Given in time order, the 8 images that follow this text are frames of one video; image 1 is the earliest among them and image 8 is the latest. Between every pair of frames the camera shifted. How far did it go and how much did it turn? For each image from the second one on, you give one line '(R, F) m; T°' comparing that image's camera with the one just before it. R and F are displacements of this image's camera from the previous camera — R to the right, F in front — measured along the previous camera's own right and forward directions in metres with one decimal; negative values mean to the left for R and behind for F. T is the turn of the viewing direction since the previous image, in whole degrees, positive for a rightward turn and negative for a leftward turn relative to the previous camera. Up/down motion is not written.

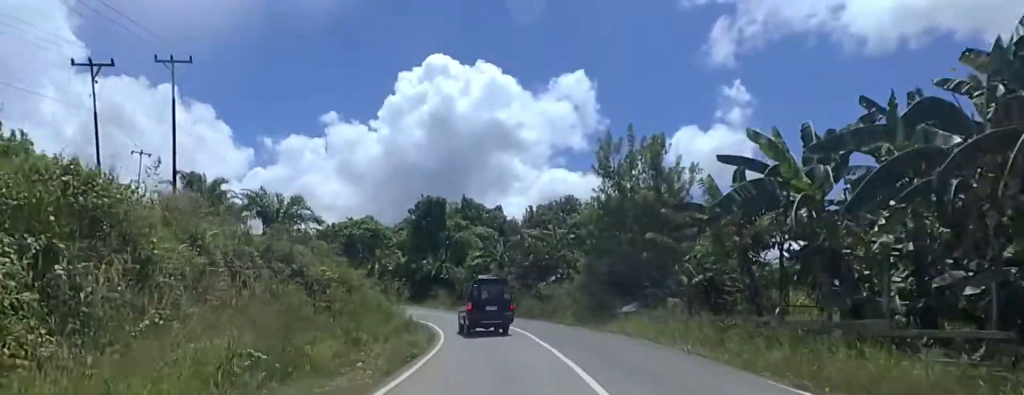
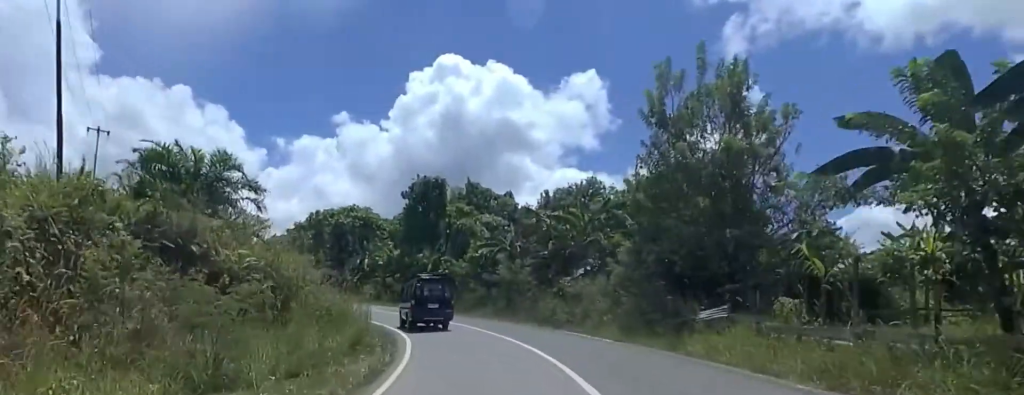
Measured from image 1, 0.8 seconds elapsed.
(-0.3, +10.0) m; -3°
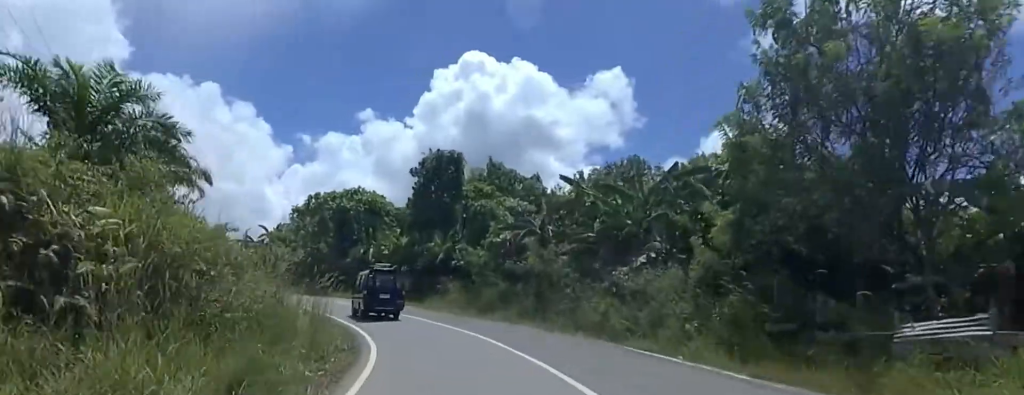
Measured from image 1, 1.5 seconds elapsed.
(-0.2, +8.3) m; -4°
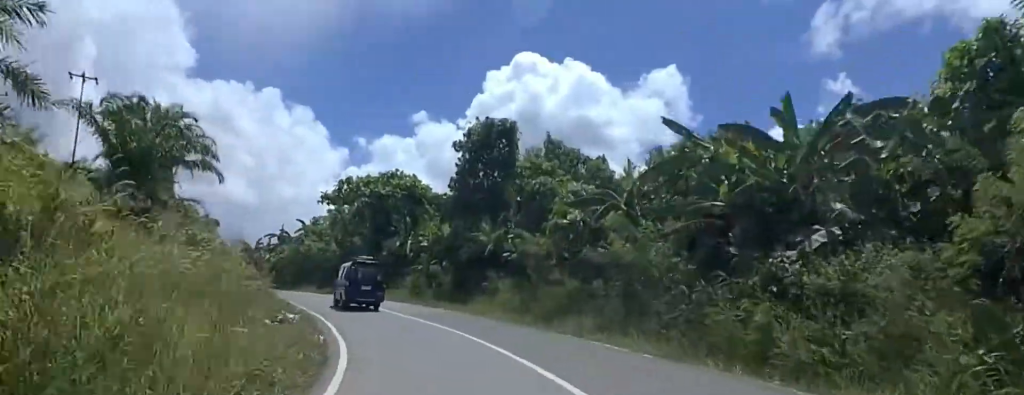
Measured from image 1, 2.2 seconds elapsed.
(+0.2, +8.2) m; -5°
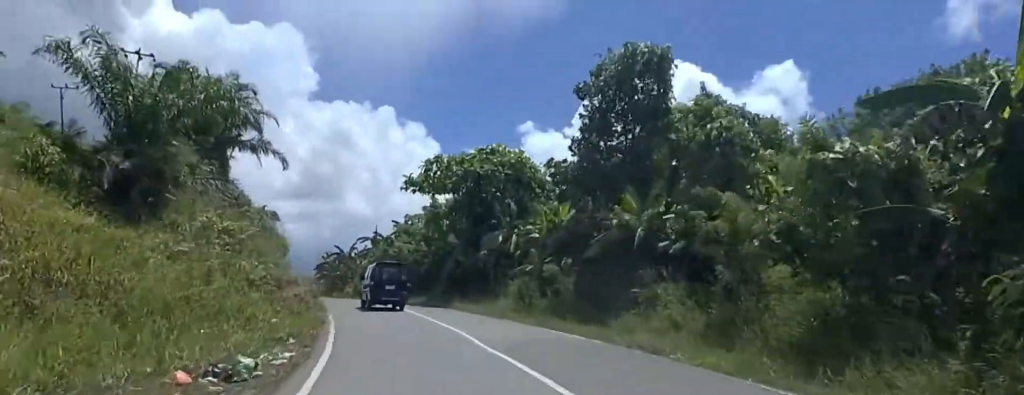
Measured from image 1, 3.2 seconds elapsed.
(-1.4, +11.2) m; -8°
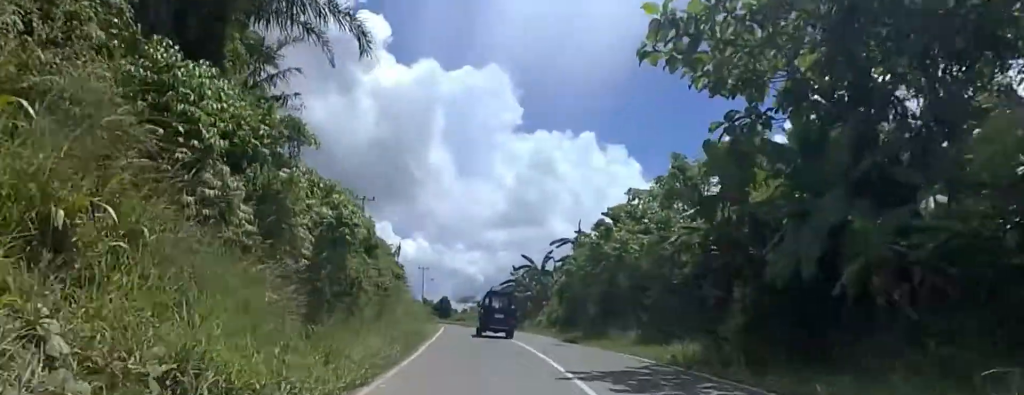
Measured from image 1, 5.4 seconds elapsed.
(-0.6, +23.4) m; -14°
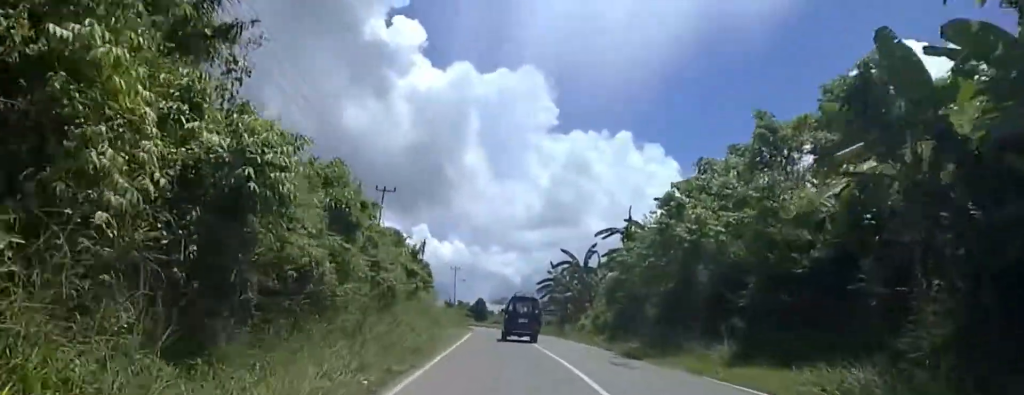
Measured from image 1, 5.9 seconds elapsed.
(-1.1, +6.4) m; -7°
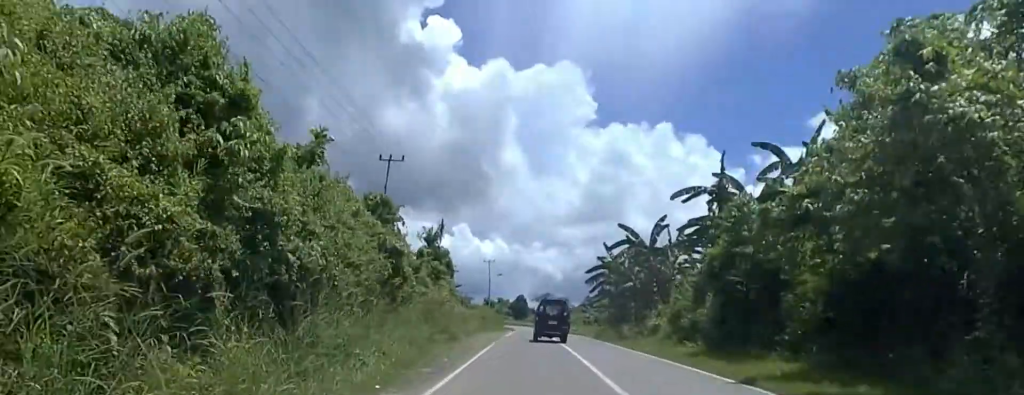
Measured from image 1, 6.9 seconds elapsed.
(-1.0, +11.3) m; -2°
